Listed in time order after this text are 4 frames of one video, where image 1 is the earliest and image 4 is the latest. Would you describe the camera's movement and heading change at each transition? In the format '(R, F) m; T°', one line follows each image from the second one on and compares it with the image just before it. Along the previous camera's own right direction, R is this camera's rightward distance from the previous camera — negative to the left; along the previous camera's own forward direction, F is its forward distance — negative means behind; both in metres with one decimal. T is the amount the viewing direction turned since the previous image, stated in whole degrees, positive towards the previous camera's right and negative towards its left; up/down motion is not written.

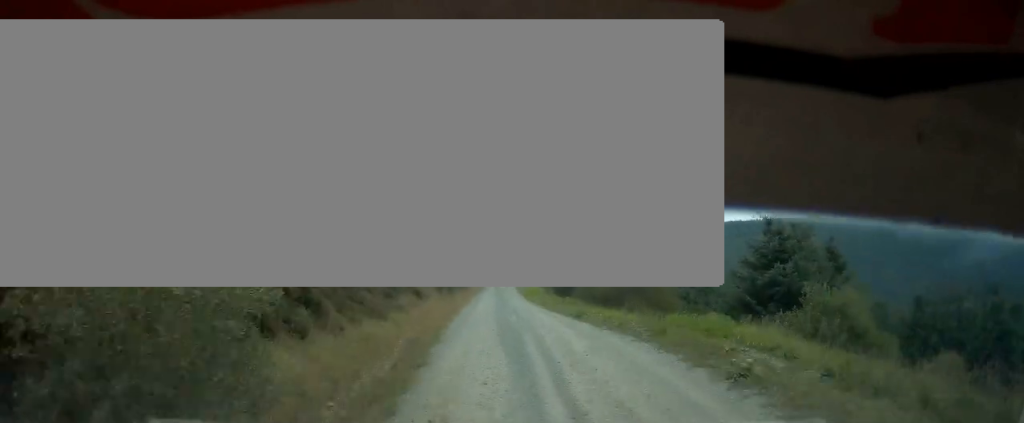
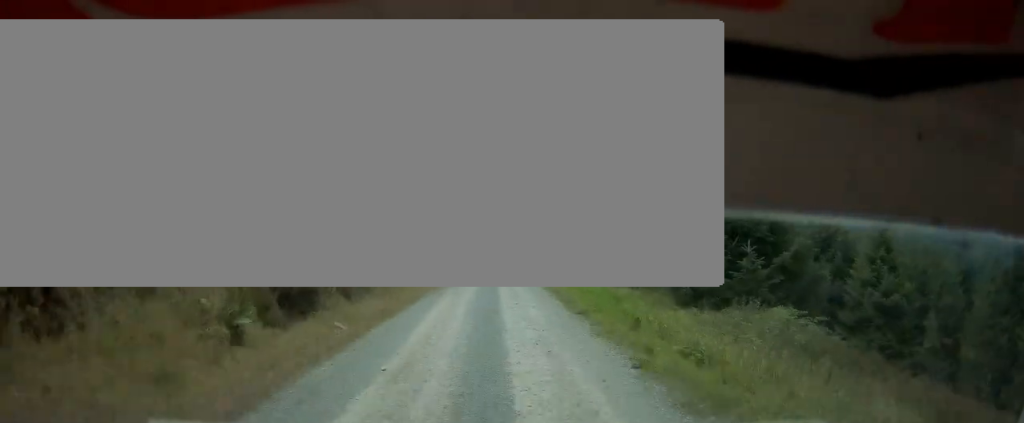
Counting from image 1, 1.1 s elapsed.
(-0.7, +37.0) m; +1°
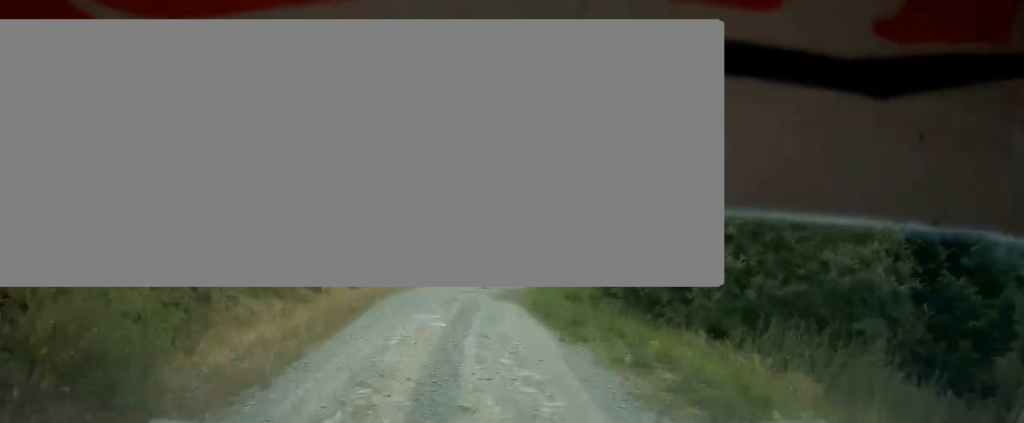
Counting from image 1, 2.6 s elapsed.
(+2.7, +51.7) m; +6°
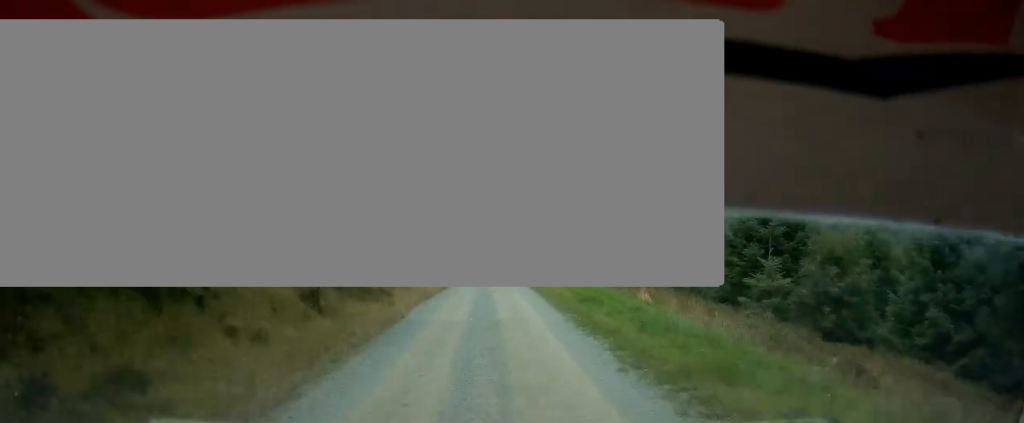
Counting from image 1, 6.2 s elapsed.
(+7.4, +136.3) m; +1°
